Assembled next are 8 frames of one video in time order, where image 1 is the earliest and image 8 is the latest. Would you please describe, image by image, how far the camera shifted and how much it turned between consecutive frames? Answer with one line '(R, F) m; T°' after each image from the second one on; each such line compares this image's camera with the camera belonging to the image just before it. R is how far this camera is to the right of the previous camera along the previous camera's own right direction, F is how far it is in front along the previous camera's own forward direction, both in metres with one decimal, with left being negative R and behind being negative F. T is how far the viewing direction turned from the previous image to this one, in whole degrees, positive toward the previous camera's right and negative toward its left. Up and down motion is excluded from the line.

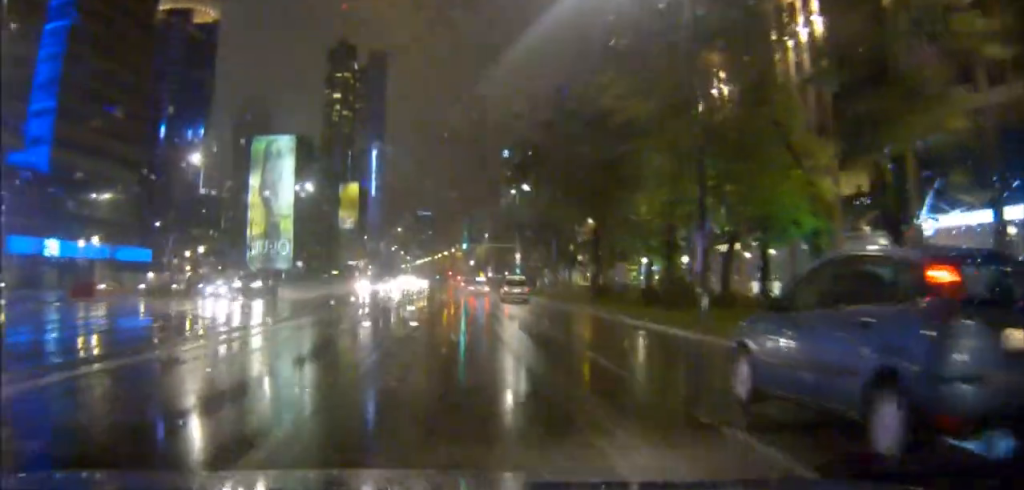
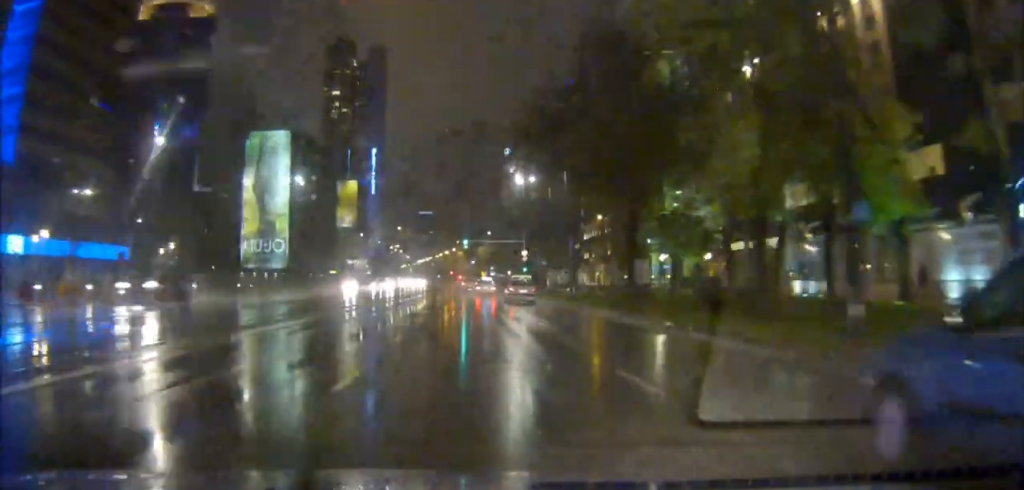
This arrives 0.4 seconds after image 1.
(-0.2, +8.4) m; 0°
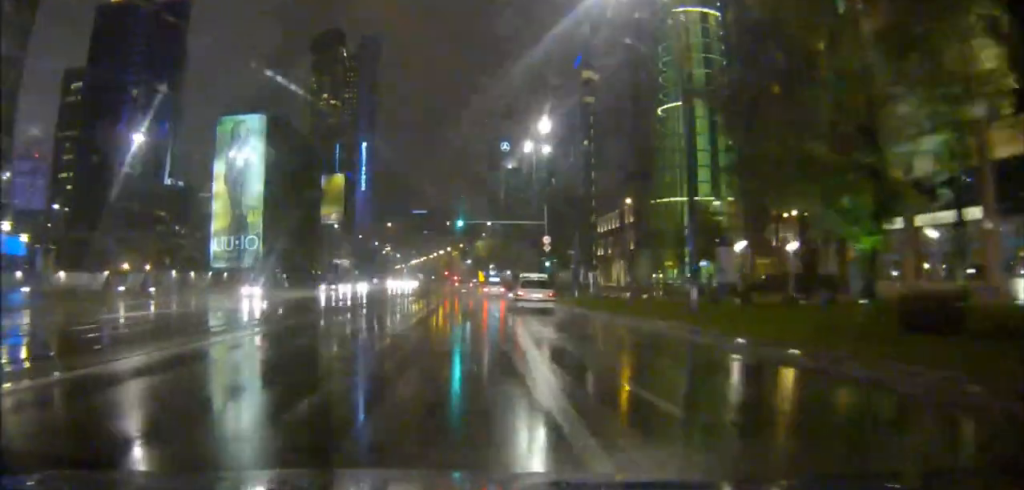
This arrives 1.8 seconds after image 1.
(0.0, +26.4) m; +1°
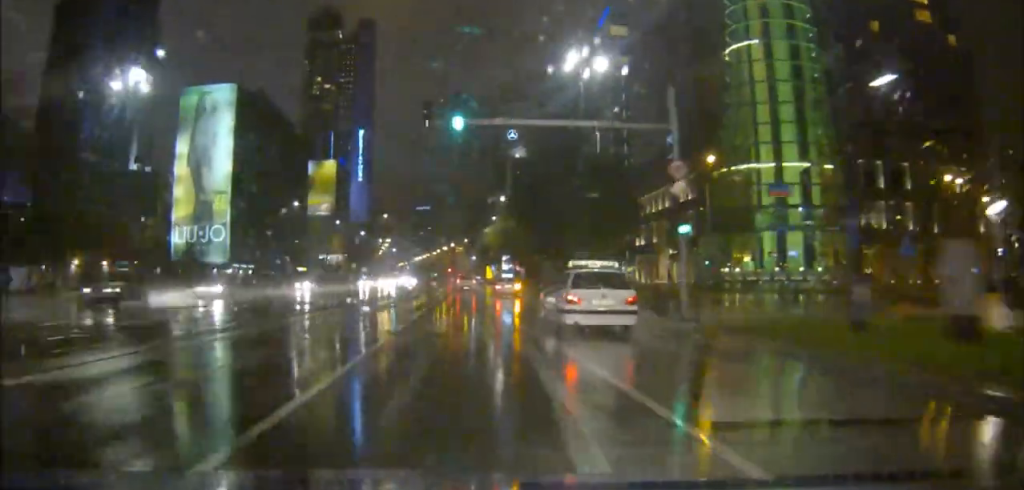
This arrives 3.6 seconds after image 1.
(+0.2, +33.5) m; 0°
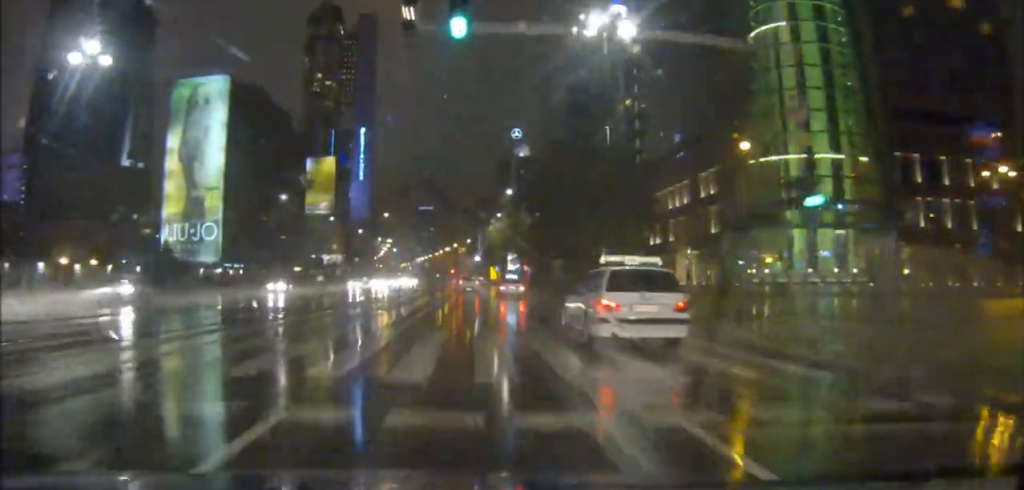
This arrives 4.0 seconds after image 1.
(0.0, +8.2) m; 0°
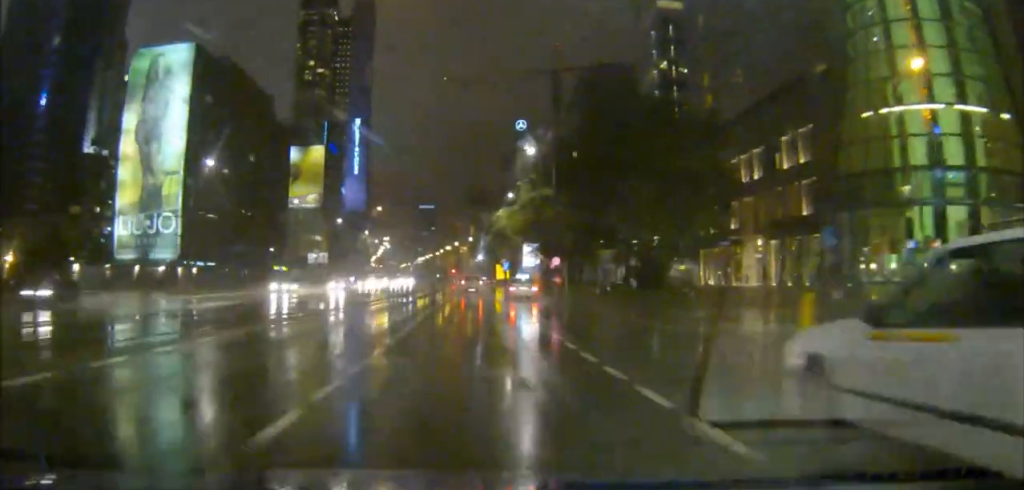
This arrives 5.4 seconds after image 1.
(-0.1, +26.2) m; -1°
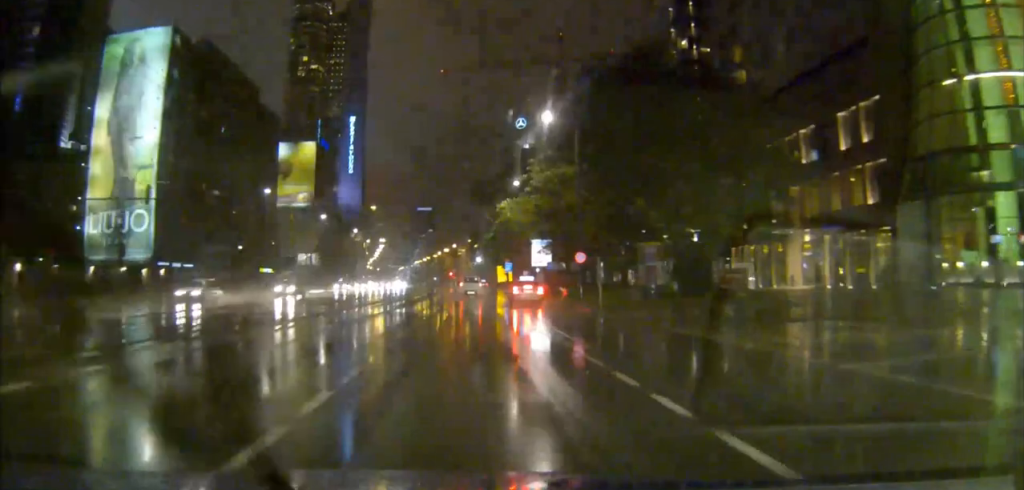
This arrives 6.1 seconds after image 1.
(0.0, +12.3) m; 0°
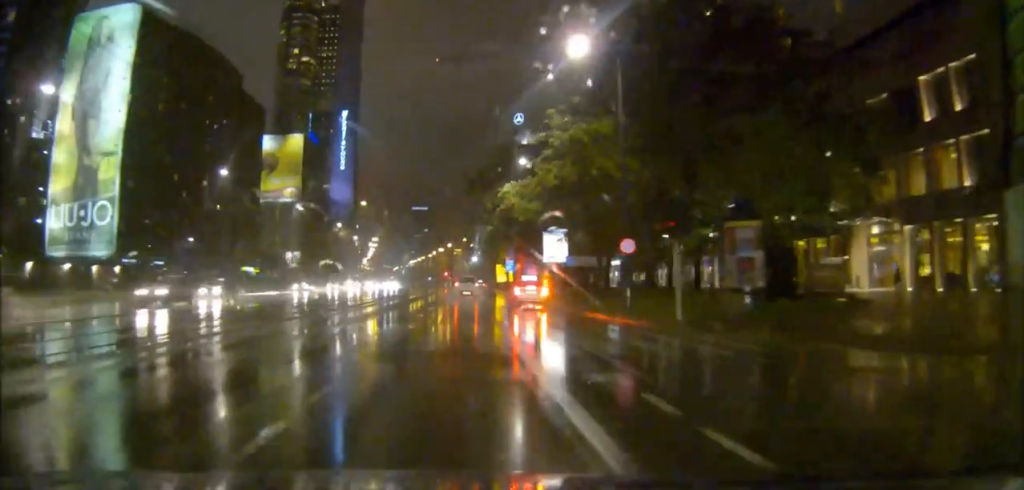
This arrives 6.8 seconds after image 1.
(0.0, +13.4) m; 0°
